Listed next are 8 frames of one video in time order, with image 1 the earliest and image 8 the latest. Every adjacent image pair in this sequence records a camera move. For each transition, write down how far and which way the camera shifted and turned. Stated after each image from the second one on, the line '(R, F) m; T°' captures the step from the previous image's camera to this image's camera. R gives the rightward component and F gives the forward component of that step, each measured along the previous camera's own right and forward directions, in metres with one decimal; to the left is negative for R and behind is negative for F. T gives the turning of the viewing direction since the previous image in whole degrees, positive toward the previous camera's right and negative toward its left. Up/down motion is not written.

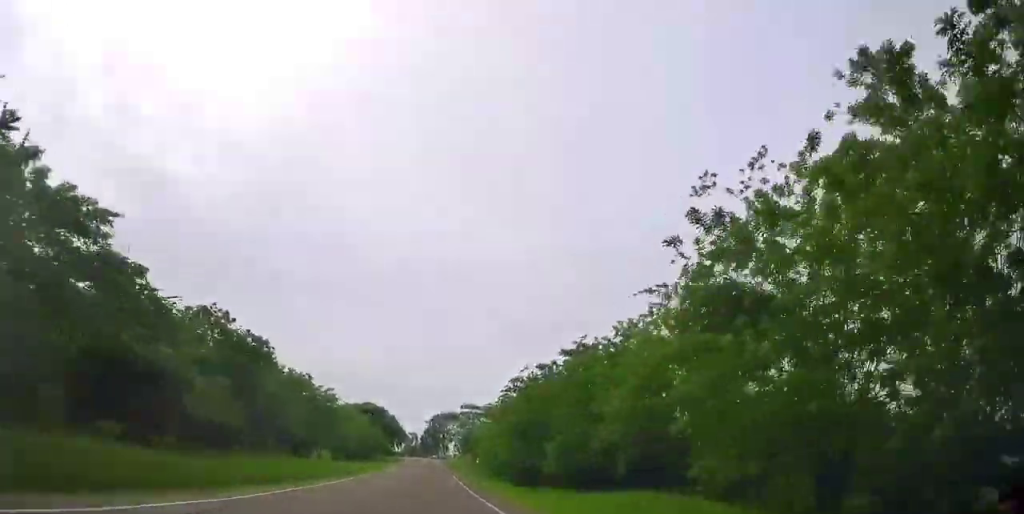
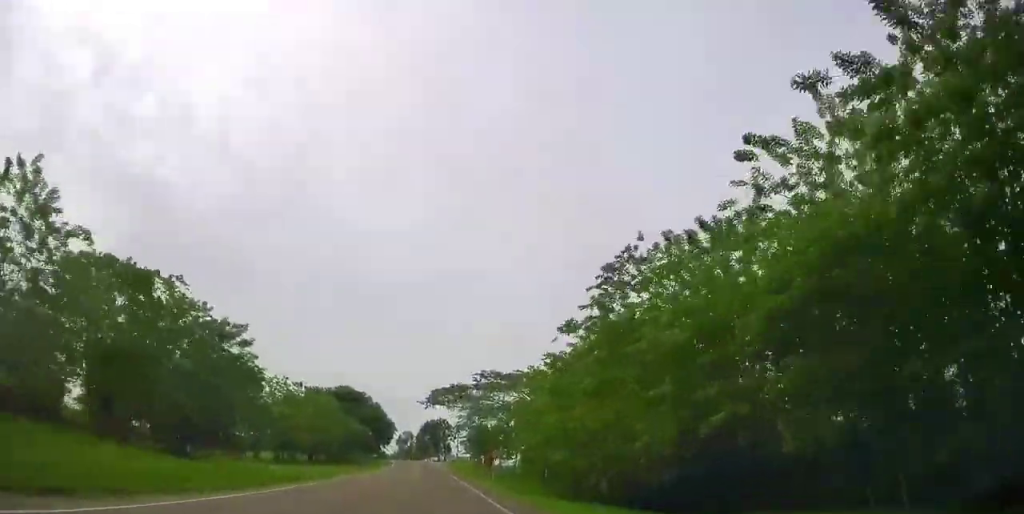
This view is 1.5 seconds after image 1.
(0.0, +34.5) m; -1°
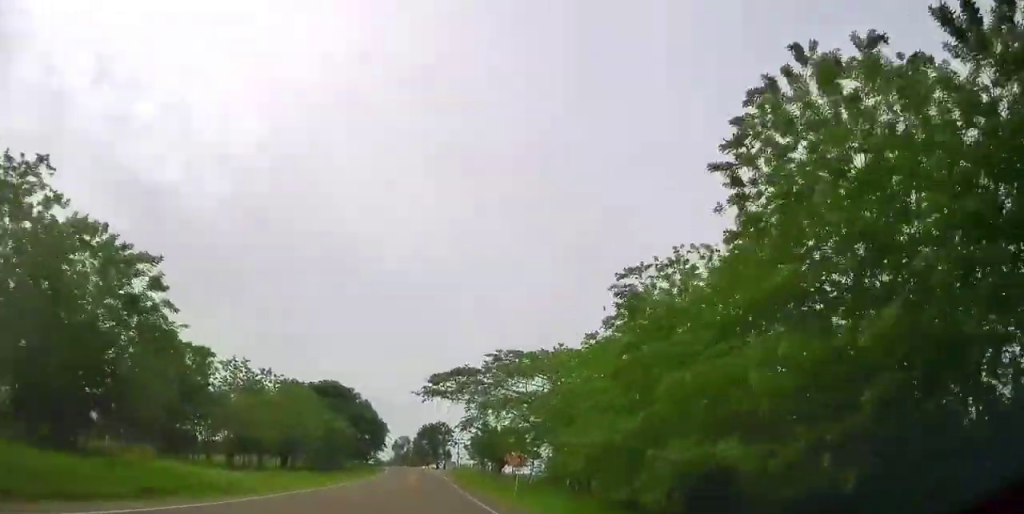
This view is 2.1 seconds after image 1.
(-0.2, +13.9) m; +1°
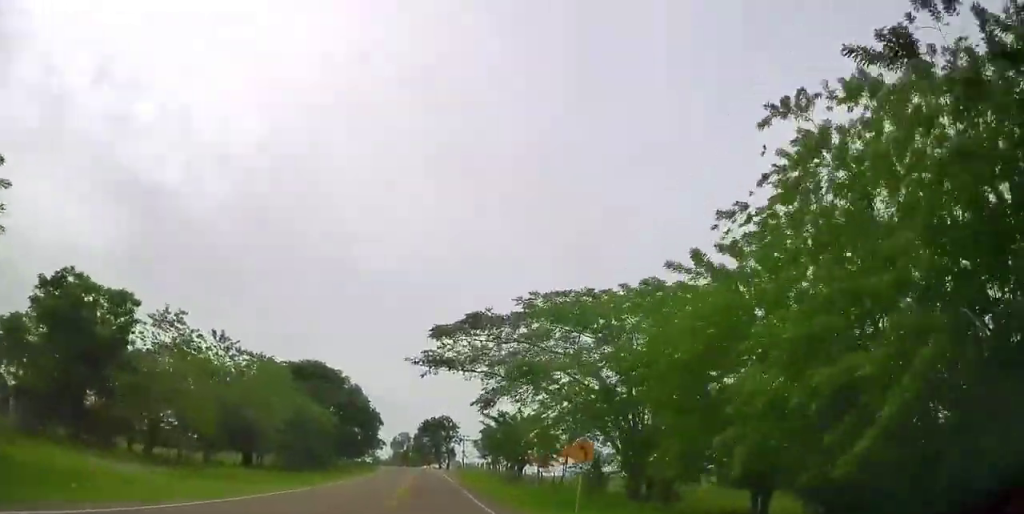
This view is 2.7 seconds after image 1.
(0.0, +14.8) m; 0°
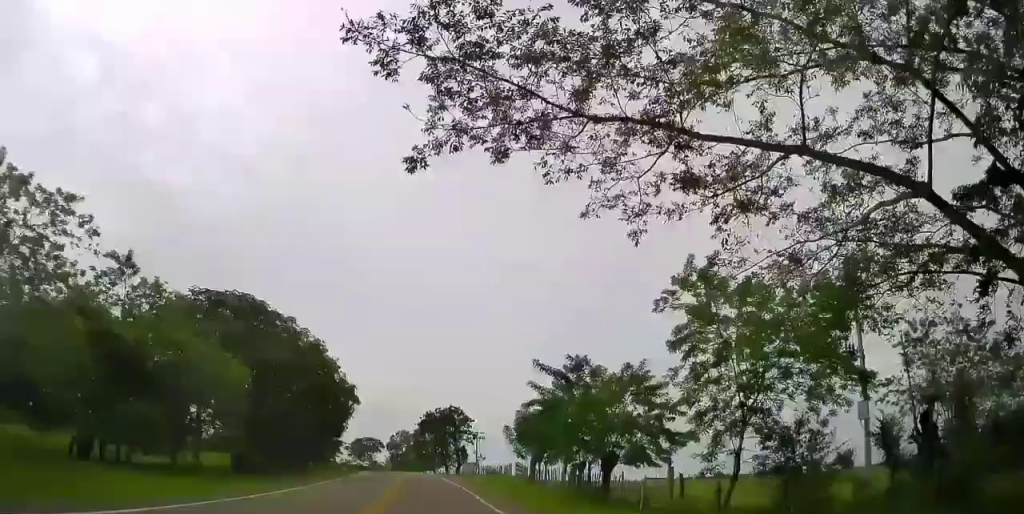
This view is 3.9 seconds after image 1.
(+0.3, +27.6) m; -1°
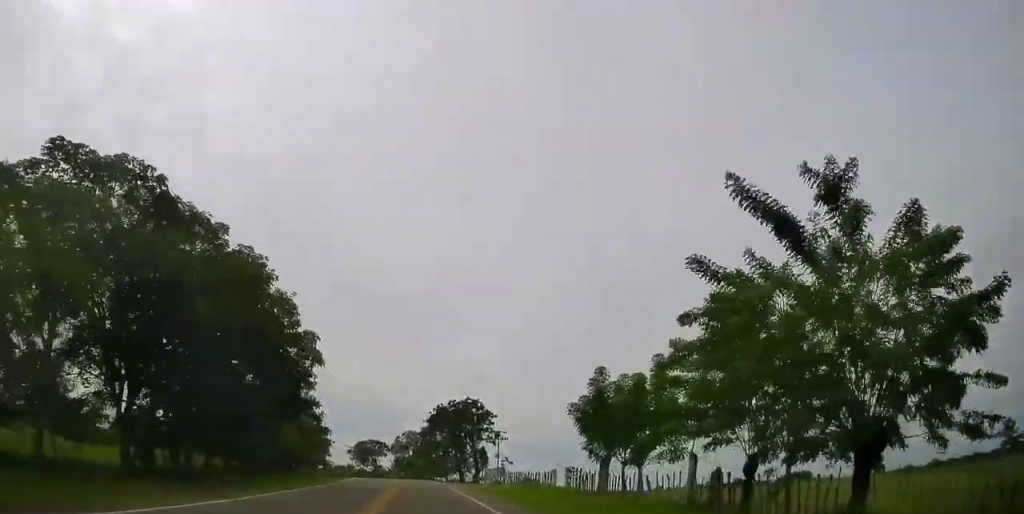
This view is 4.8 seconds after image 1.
(-0.4, +19.3) m; -1°
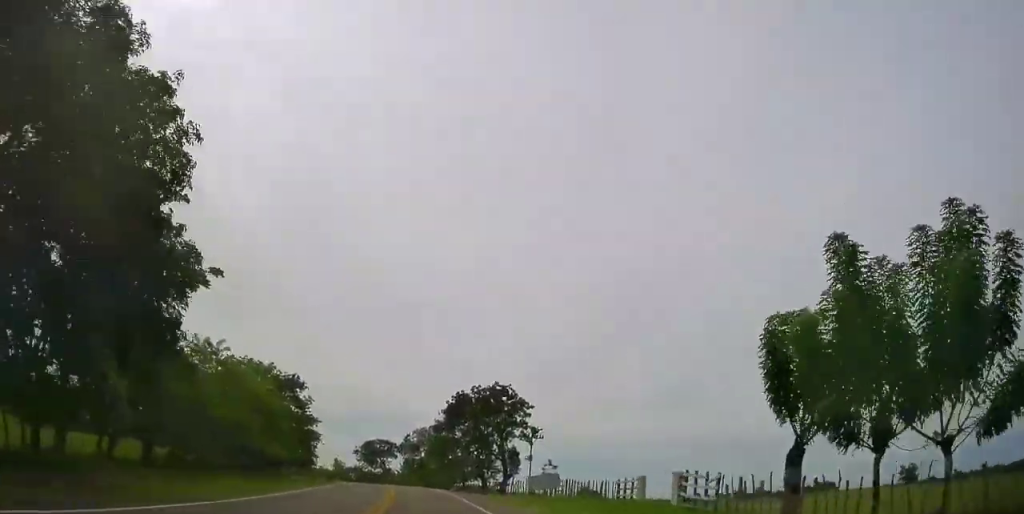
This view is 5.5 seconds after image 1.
(0.0, +17.5) m; 0°
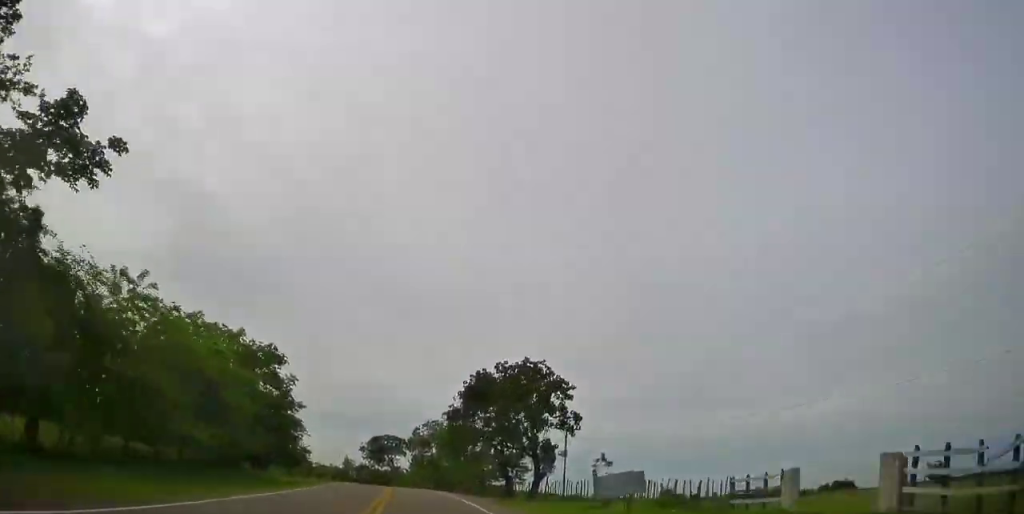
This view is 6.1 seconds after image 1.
(0.0, +12.6) m; -1°
